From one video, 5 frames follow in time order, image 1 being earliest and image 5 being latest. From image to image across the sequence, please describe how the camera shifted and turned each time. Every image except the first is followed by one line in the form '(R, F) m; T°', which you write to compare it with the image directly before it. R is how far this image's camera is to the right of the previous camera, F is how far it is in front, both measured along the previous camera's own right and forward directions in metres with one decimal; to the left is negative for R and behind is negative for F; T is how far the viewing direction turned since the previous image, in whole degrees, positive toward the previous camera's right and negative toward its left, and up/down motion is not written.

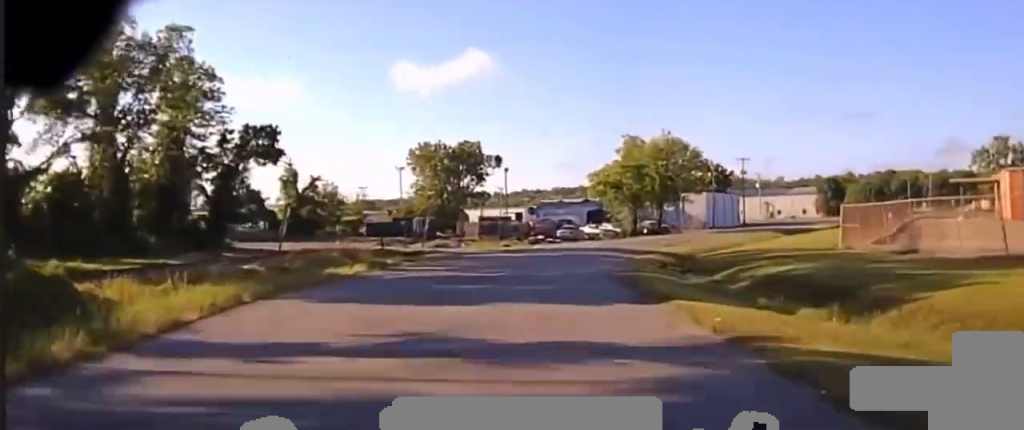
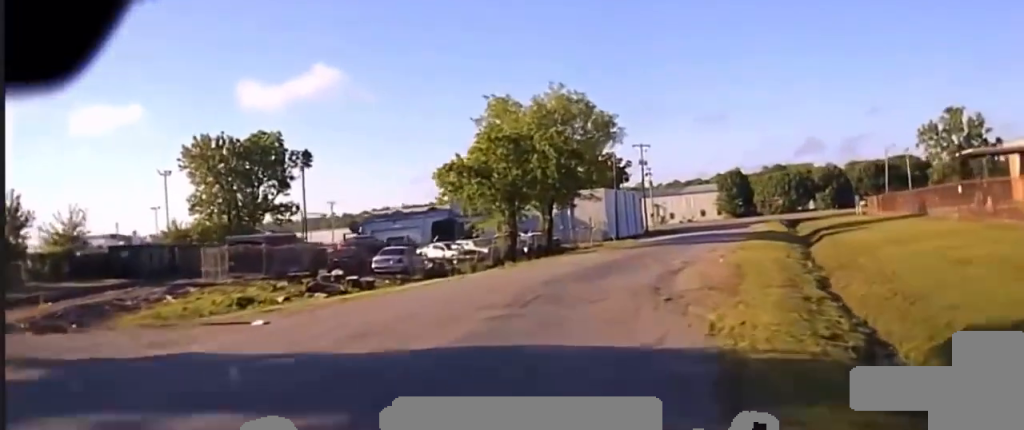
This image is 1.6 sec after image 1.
(+1.8, +39.4) m; +8°
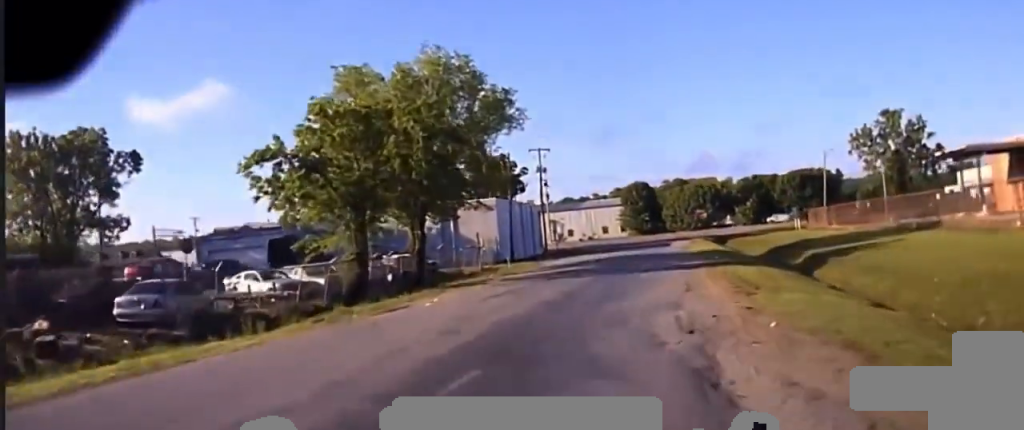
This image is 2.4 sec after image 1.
(+0.8, +17.9) m; +6°
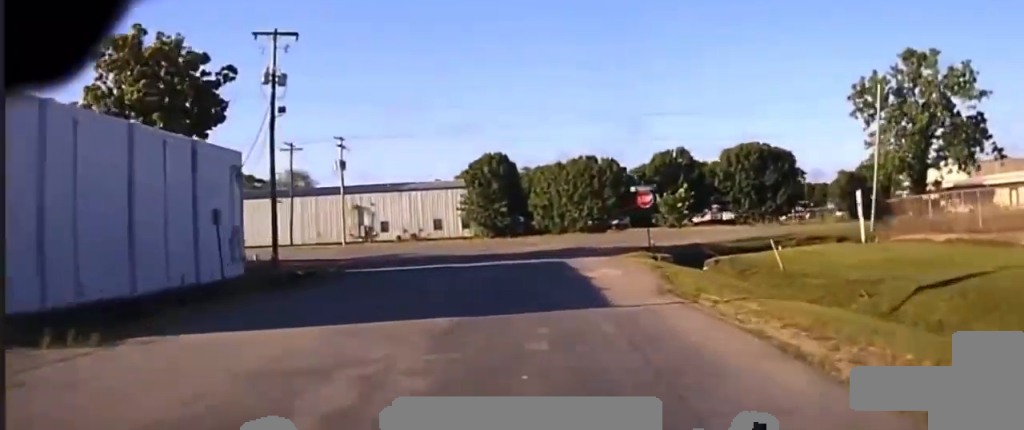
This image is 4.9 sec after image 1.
(+8.3, +57.4) m; +12°
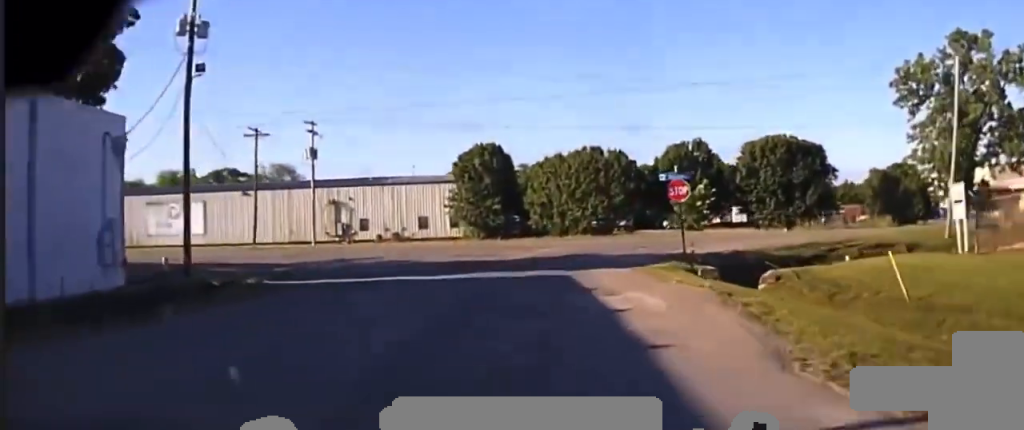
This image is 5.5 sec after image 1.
(-0.1, +10.8) m; +1°
